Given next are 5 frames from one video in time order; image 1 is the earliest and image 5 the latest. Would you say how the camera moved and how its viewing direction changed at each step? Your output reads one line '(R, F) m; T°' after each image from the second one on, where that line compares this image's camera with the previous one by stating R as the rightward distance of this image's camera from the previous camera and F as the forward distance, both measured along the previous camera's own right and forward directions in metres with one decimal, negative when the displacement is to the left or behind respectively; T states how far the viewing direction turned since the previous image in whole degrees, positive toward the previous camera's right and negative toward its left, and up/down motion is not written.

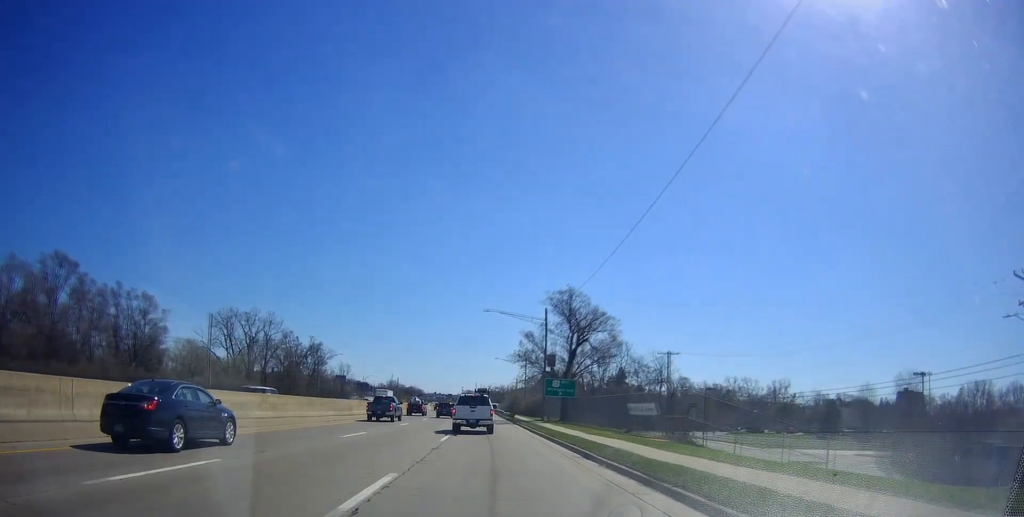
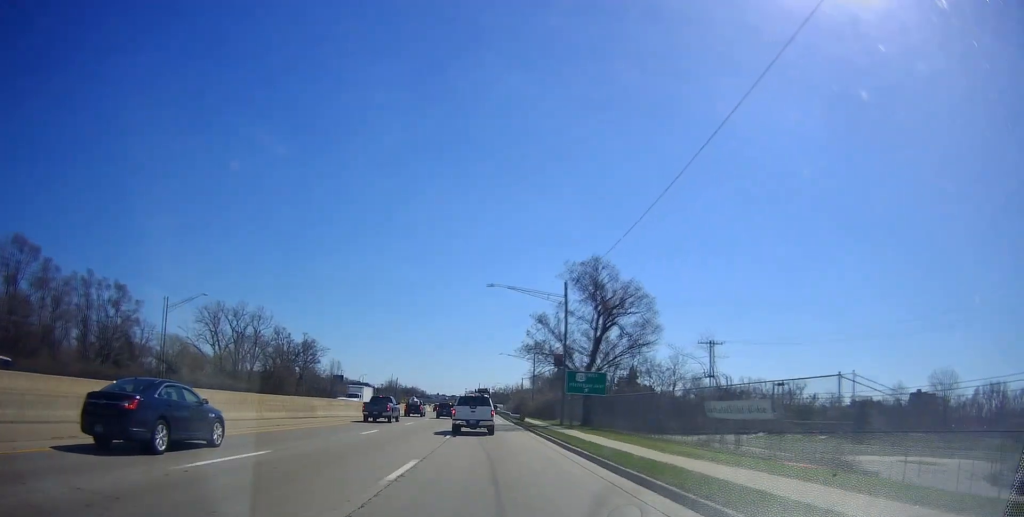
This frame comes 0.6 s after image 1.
(-0.1, +12.3) m; 0°
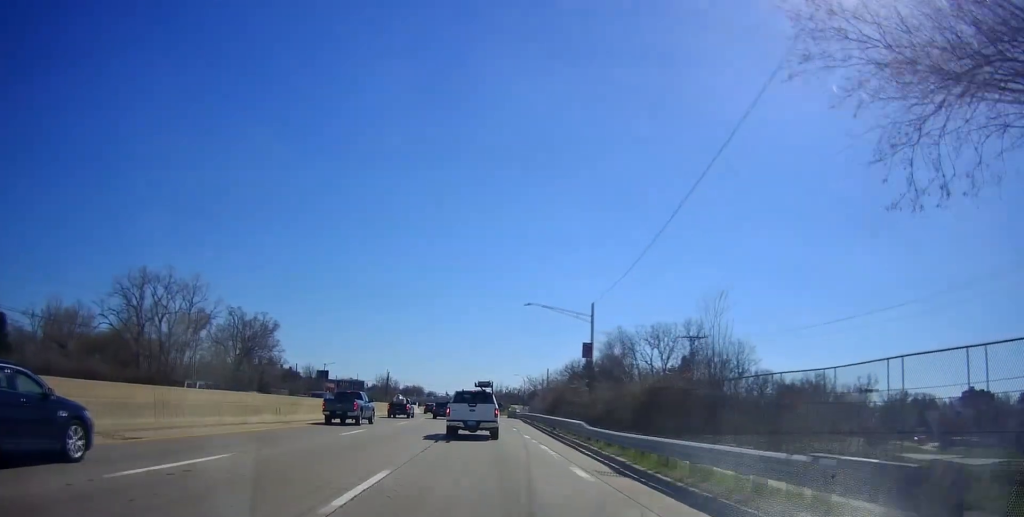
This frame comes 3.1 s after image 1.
(-1.1, +49.1) m; -3°
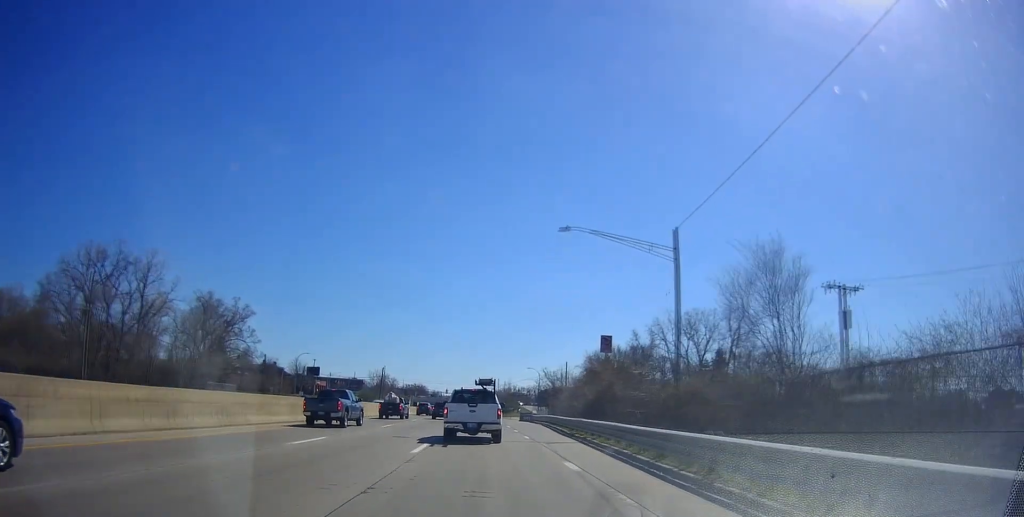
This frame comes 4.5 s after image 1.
(+0.1, +24.1) m; -1°
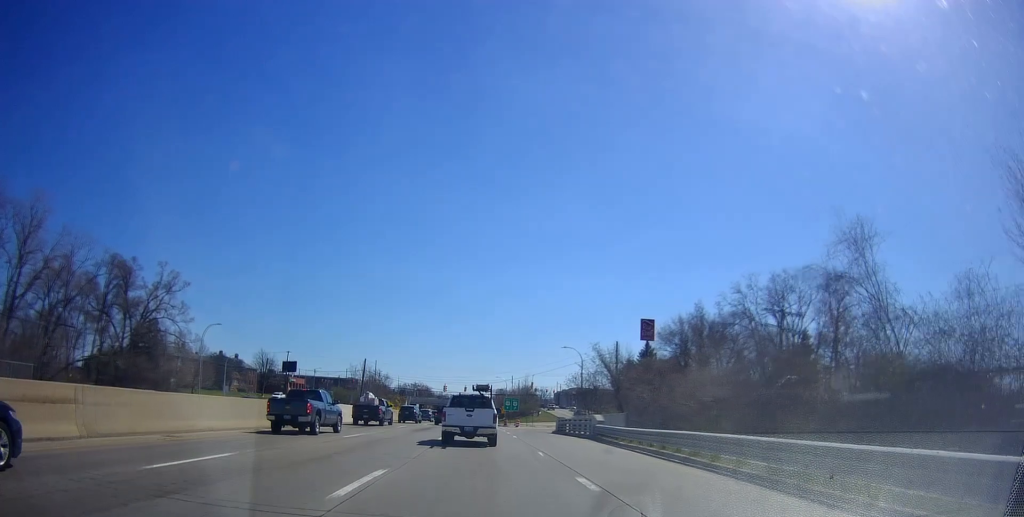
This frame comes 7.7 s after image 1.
(-0.5, +41.8) m; -2°
